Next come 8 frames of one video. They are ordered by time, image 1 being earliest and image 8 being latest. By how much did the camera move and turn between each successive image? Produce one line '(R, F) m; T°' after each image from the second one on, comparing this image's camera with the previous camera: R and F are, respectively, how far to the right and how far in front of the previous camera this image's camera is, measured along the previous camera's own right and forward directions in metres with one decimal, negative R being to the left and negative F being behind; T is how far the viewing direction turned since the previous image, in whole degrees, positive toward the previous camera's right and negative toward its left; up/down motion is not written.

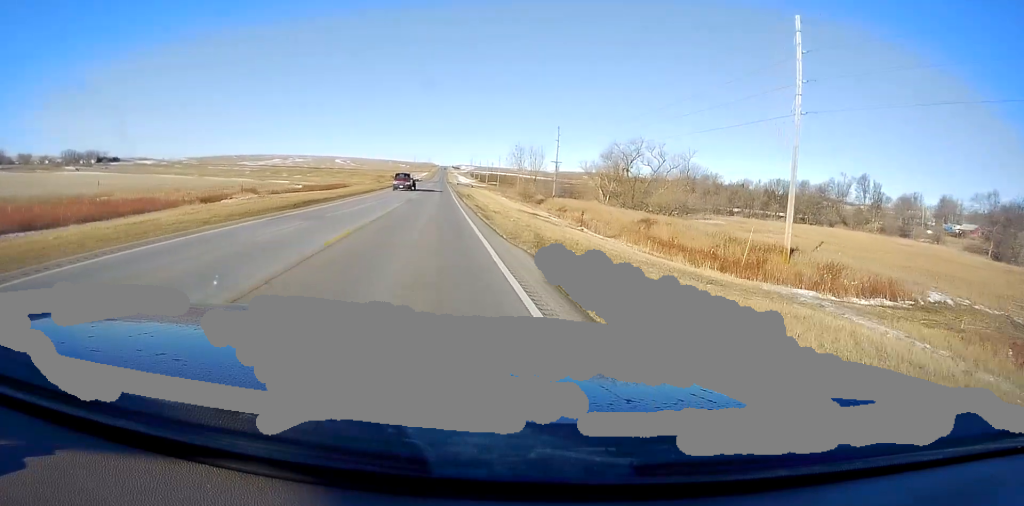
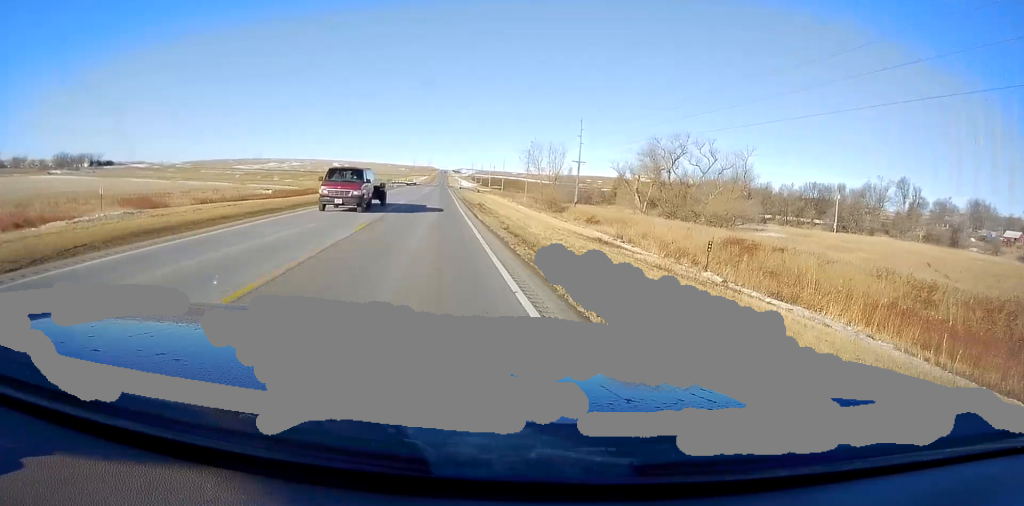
(0.0, +20.3) m; 0°
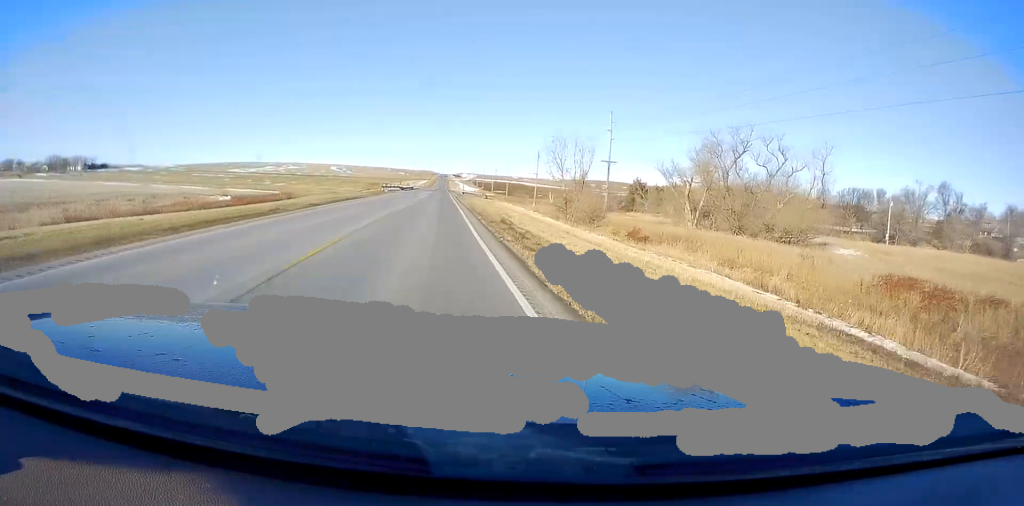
(0.0, +18.8) m; 0°
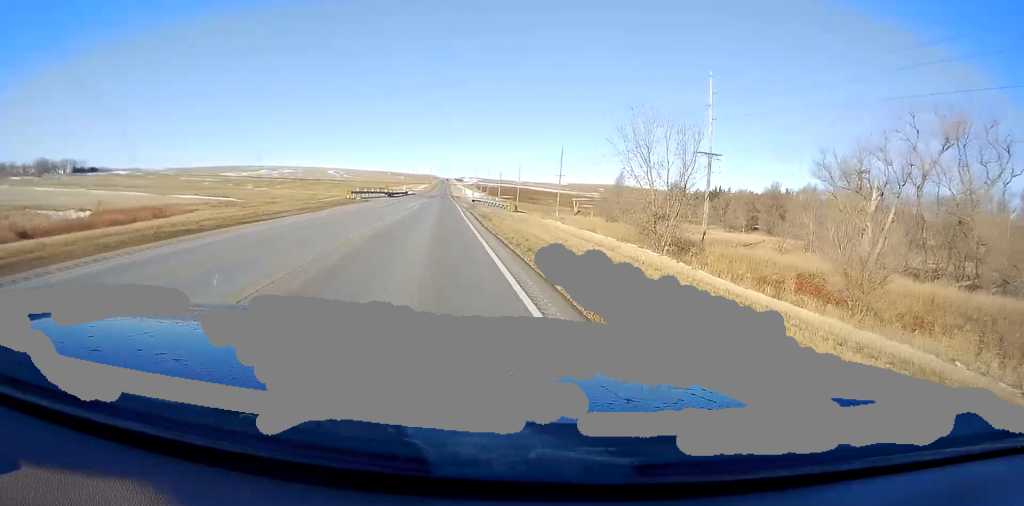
(0.0, +32.8) m; 0°
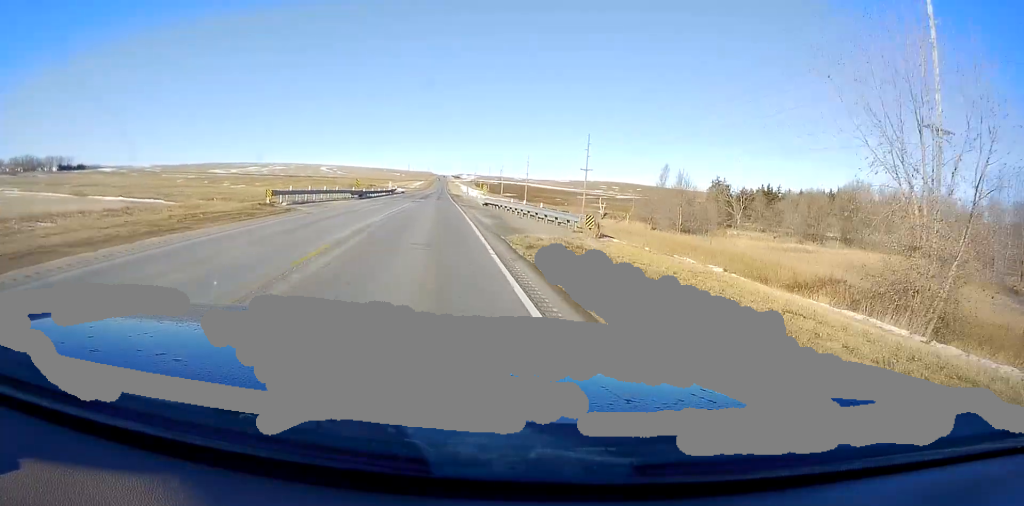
(0.0, +28.7) m; 0°
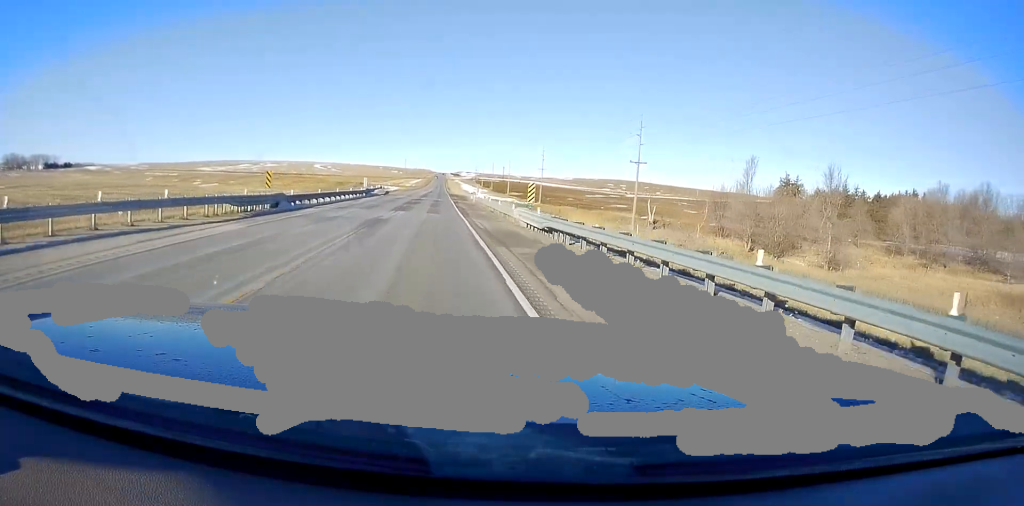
(0.0, +31.5) m; 0°
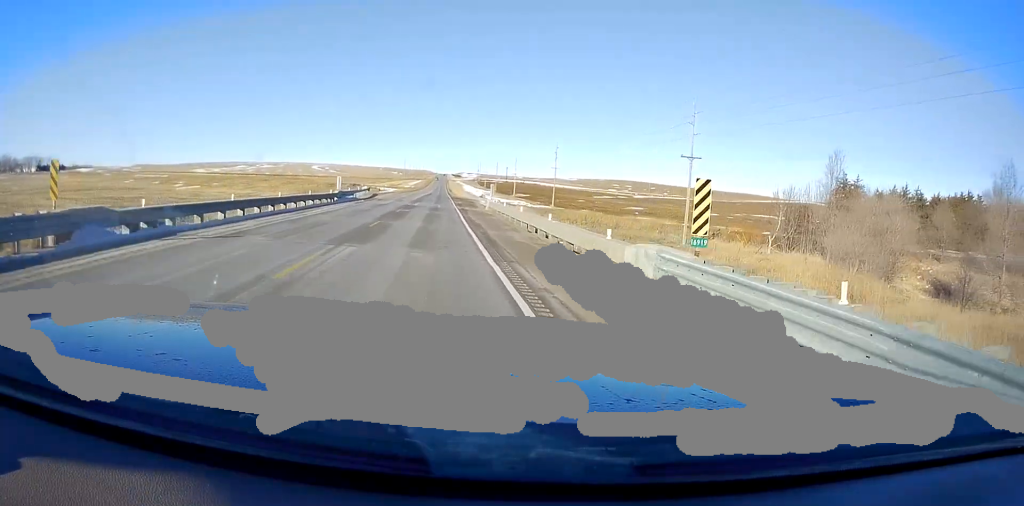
(0.0, +18.3) m; 0°
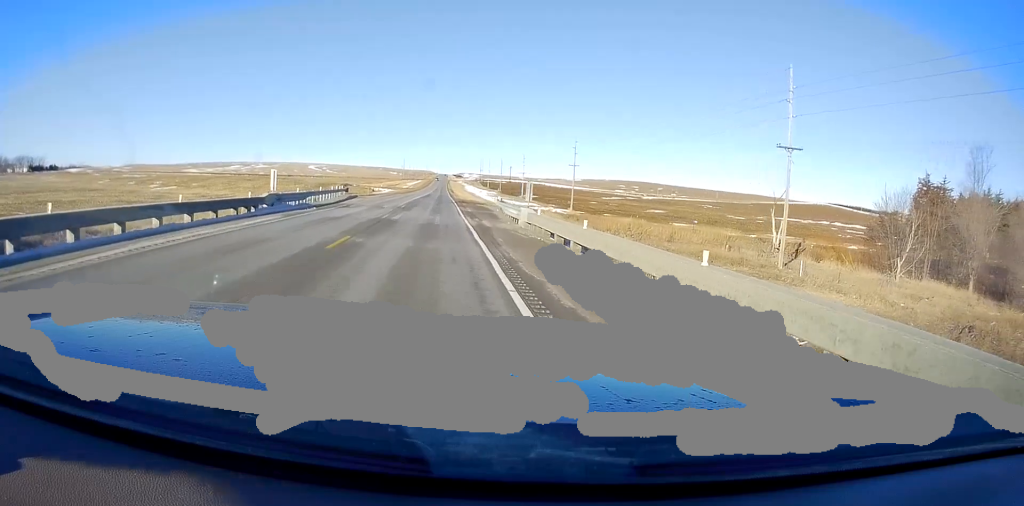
(0.0, +20.4) m; +1°
